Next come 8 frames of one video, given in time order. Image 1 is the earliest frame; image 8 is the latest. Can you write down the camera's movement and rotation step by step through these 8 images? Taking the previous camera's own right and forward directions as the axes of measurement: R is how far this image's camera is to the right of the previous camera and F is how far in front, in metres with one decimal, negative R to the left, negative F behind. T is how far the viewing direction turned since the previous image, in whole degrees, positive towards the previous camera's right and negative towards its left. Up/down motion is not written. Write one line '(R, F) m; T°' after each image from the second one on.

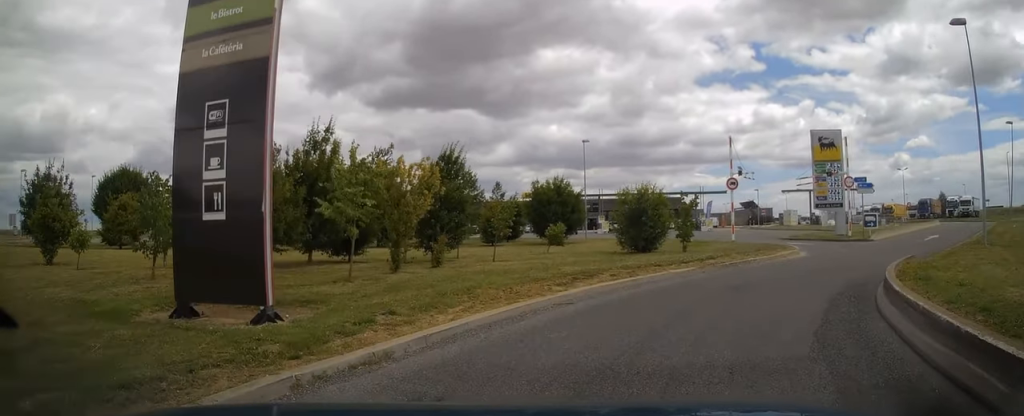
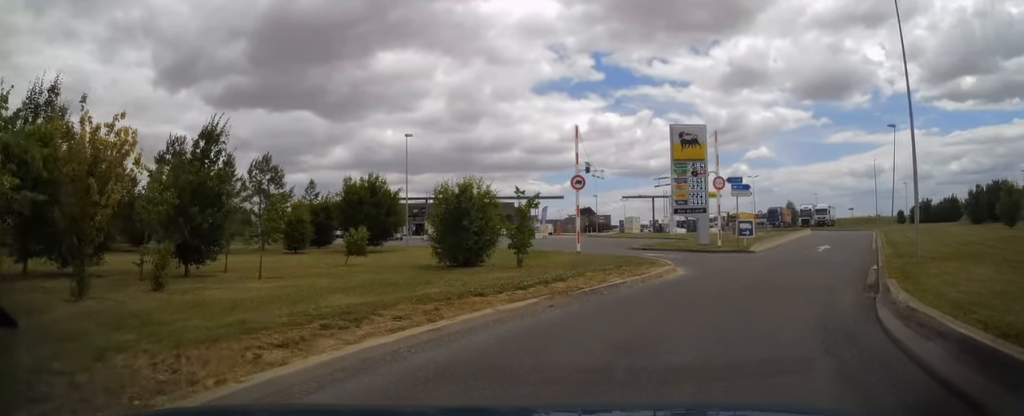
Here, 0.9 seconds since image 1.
(+0.6, +5.6) m; +14°
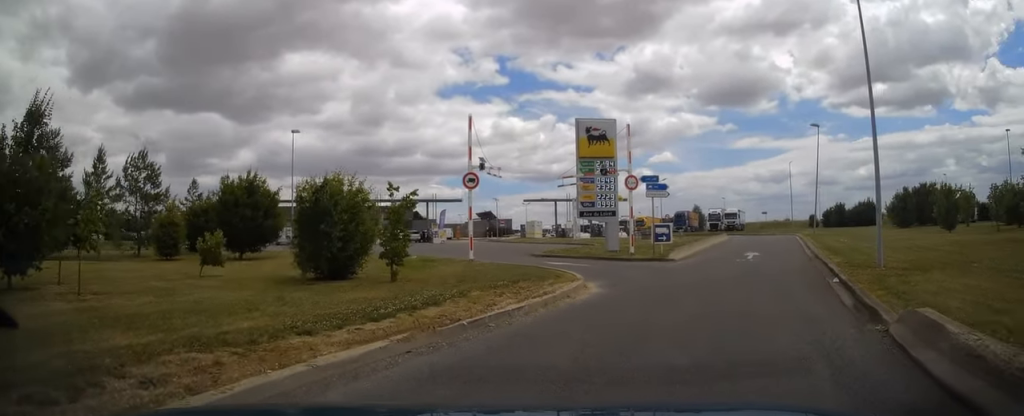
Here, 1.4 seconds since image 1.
(+0.4, +3.2) m; +7°
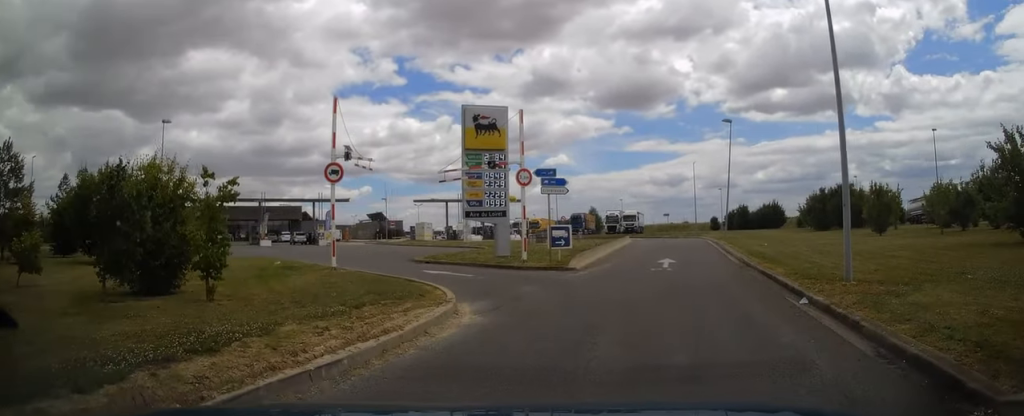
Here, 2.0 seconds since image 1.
(+0.3, +3.7) m; +8°
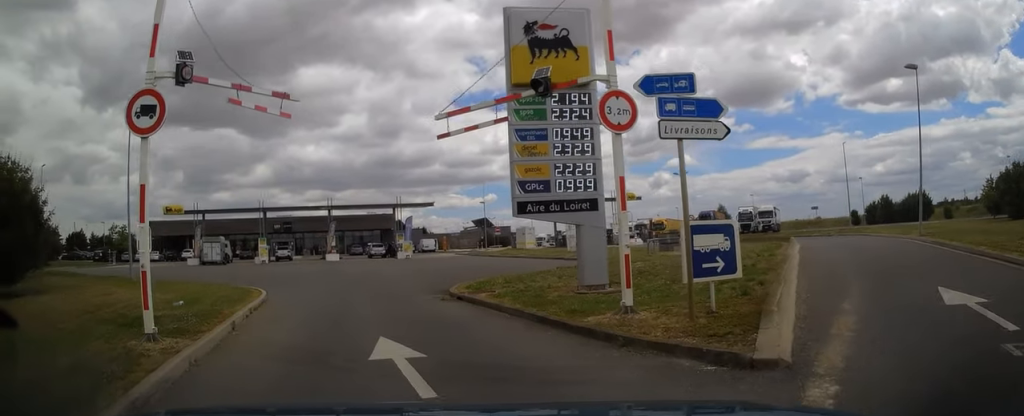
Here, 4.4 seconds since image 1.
(+1.1, +12.6) m; -5°
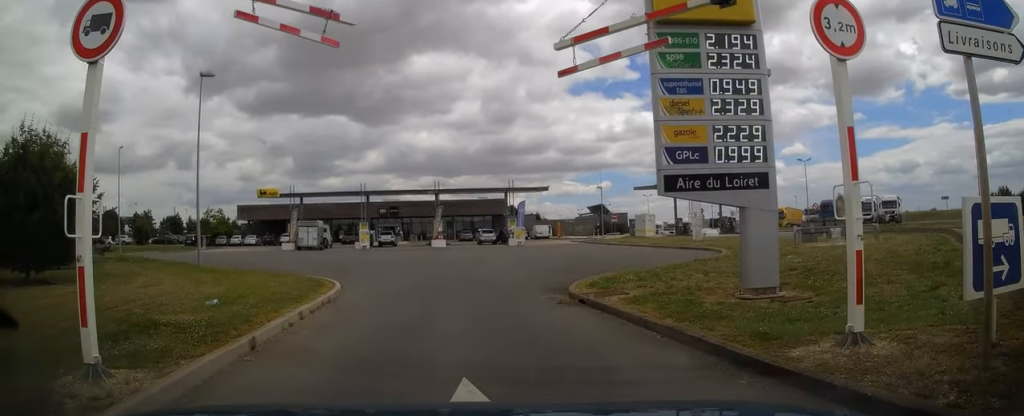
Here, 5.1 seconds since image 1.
(-0.3, +3.4) m; -7°
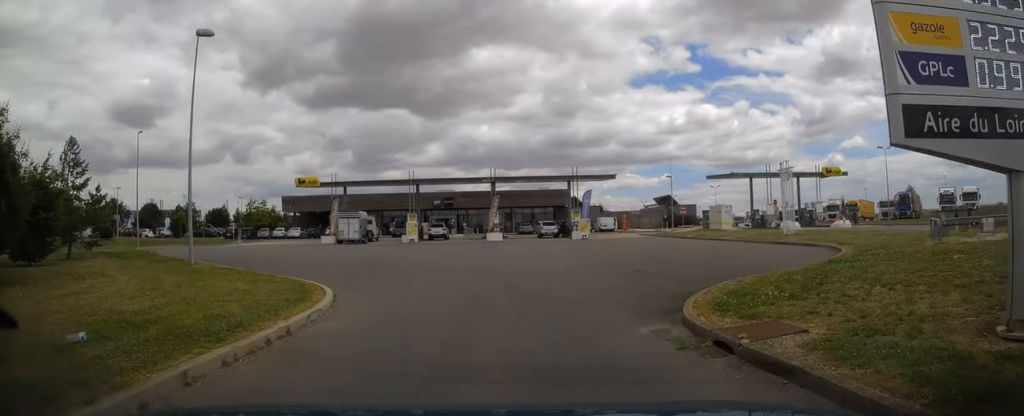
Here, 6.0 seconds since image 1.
(-0.4, +5.1) m; -6°
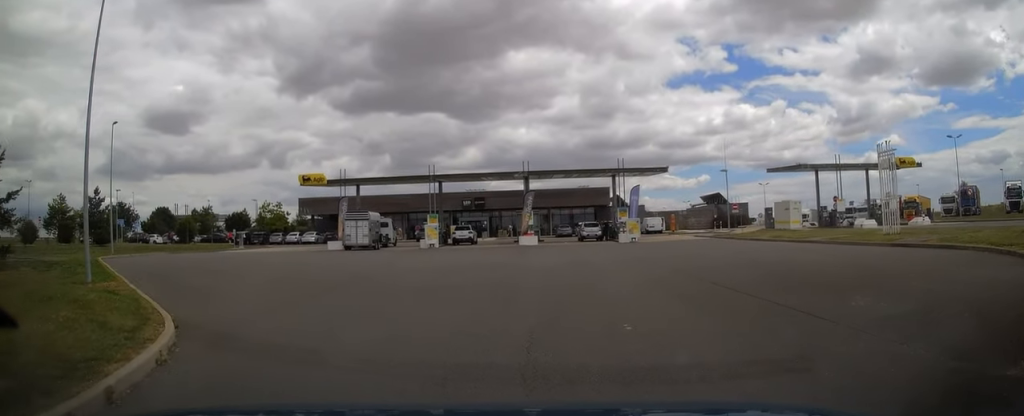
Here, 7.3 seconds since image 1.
(-0.7, +7.1) m; -12°
